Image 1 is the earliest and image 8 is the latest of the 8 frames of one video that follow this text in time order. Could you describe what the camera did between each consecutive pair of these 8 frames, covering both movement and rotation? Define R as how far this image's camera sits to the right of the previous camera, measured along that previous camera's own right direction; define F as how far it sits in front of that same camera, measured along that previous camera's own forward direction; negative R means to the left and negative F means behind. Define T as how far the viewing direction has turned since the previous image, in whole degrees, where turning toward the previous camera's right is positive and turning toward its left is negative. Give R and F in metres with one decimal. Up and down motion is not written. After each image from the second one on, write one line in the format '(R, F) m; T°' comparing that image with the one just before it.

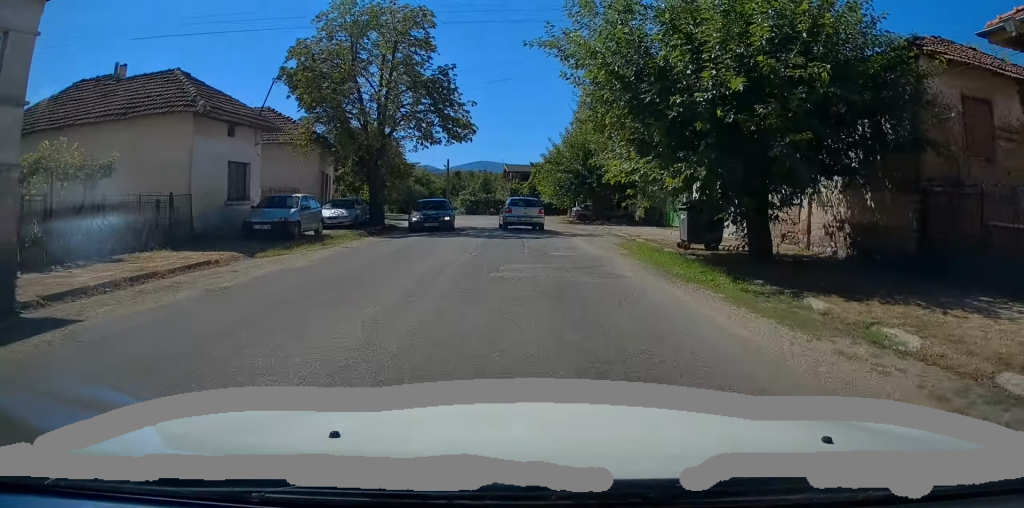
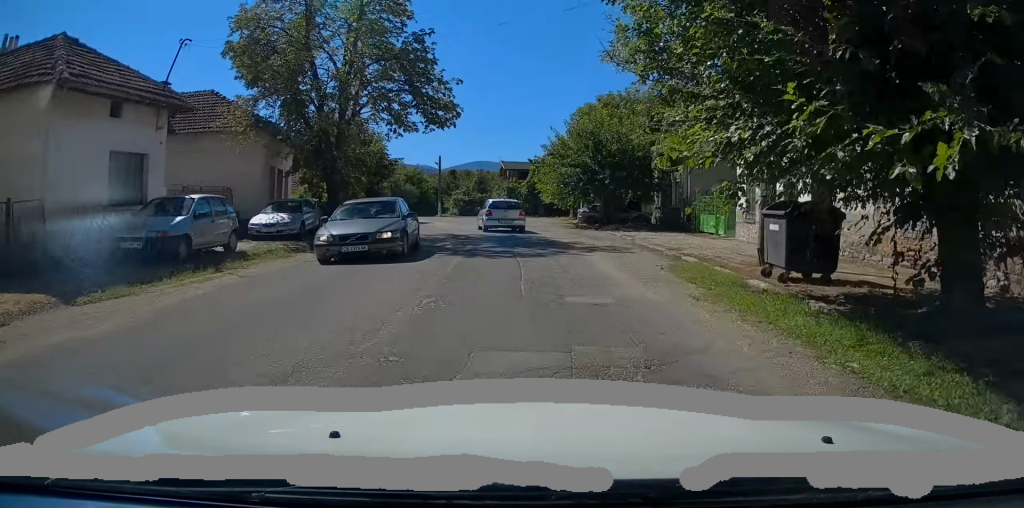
(0.0, +6.3) m; -1°
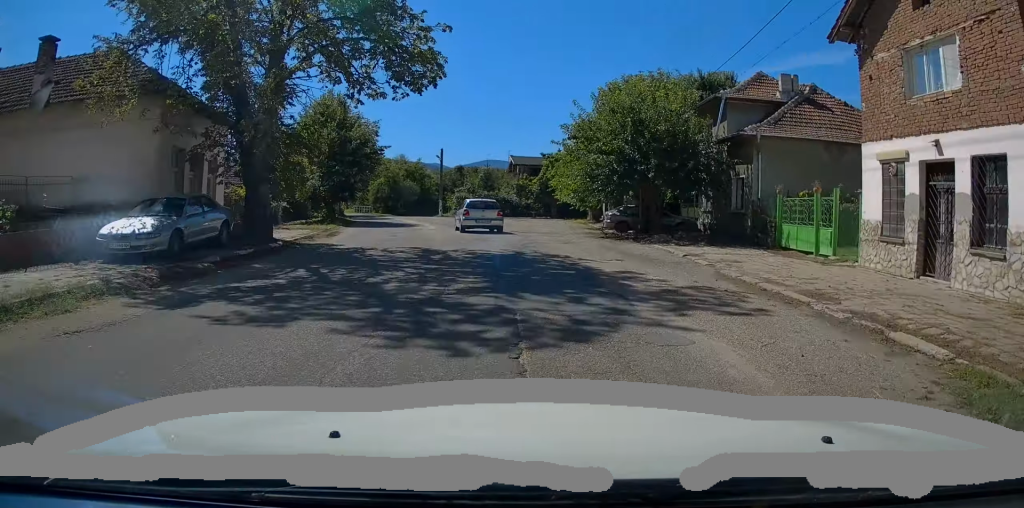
(-0.1, +8.2) m; -2°
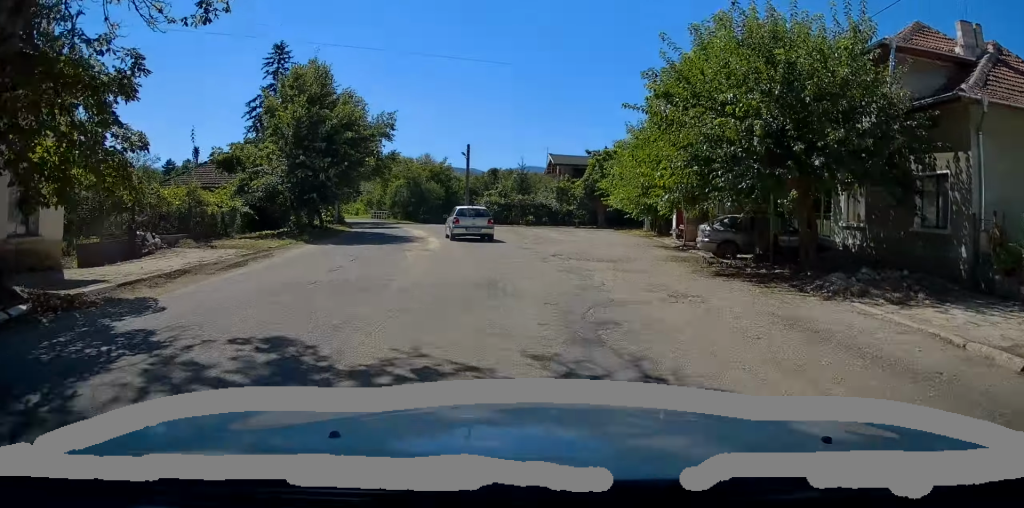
(-0.3, +10.5) m; -3°
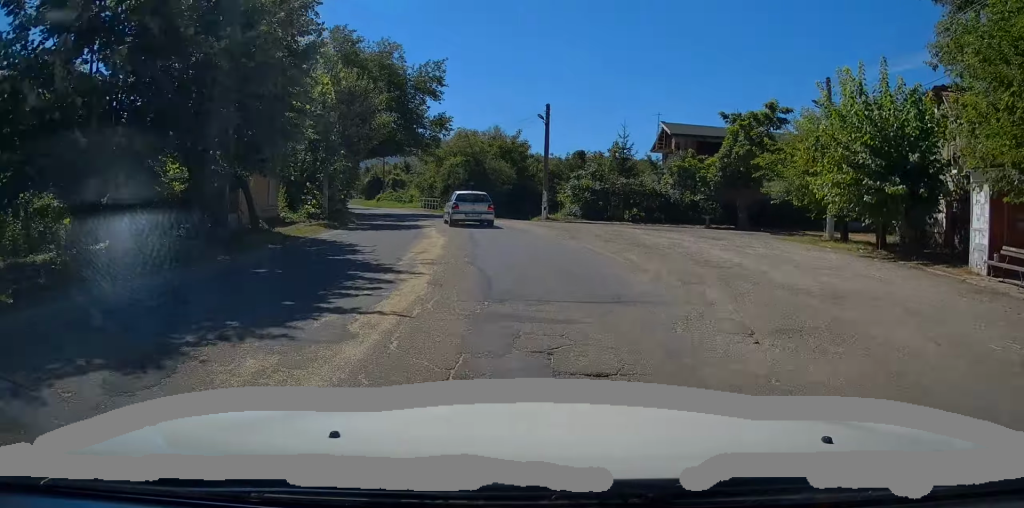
(-0.9, +17.8) m; -7°
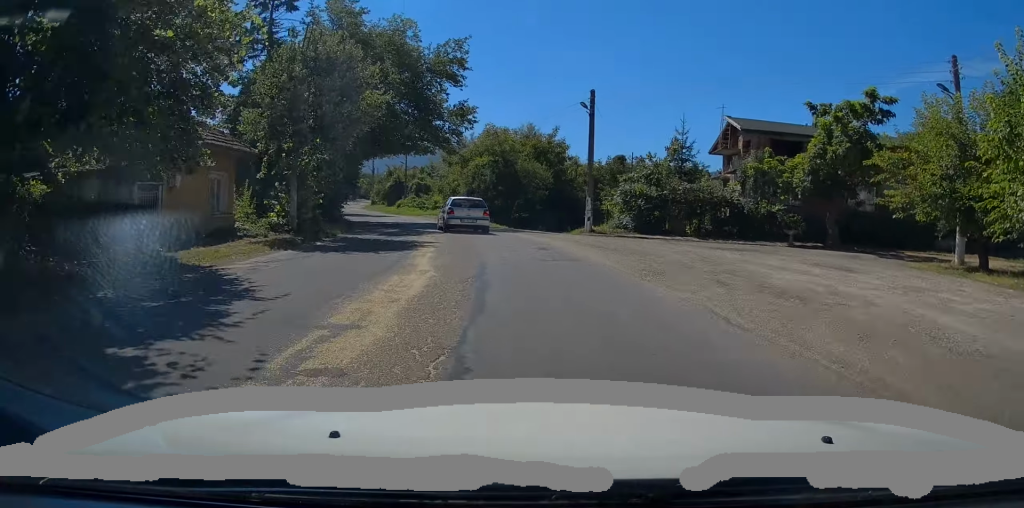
(-0.3, +7.5) m; -3°
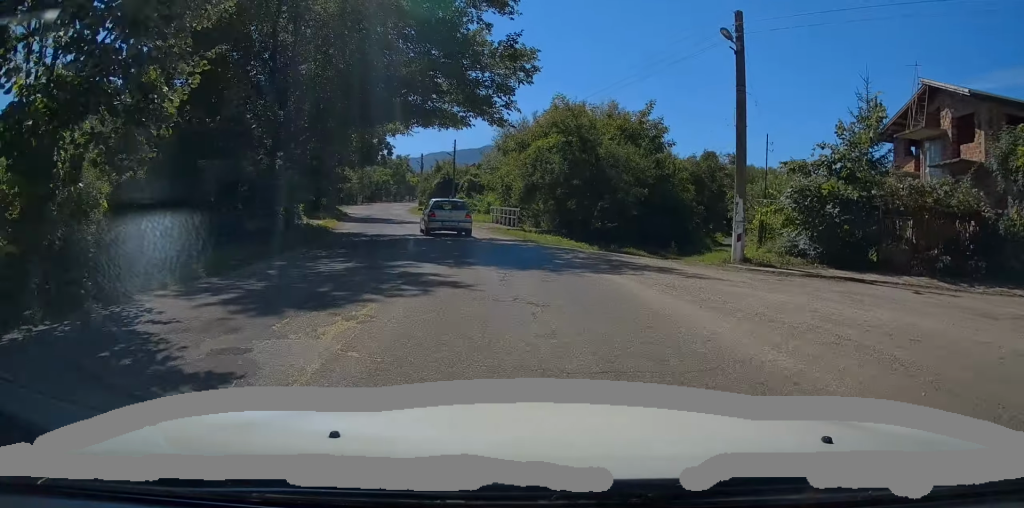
(-0.5, +14.5) m; -6°
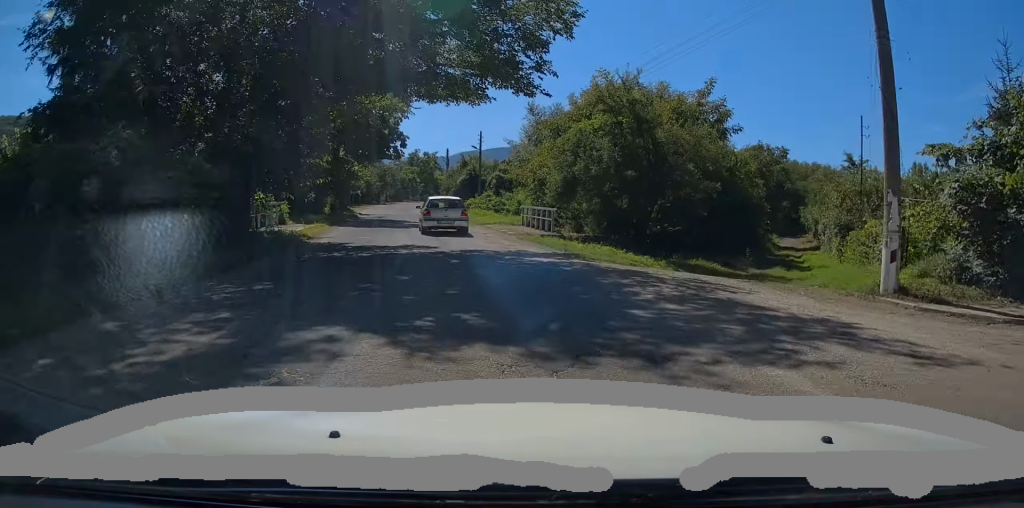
(-0.4, +6.4) m; -3°
